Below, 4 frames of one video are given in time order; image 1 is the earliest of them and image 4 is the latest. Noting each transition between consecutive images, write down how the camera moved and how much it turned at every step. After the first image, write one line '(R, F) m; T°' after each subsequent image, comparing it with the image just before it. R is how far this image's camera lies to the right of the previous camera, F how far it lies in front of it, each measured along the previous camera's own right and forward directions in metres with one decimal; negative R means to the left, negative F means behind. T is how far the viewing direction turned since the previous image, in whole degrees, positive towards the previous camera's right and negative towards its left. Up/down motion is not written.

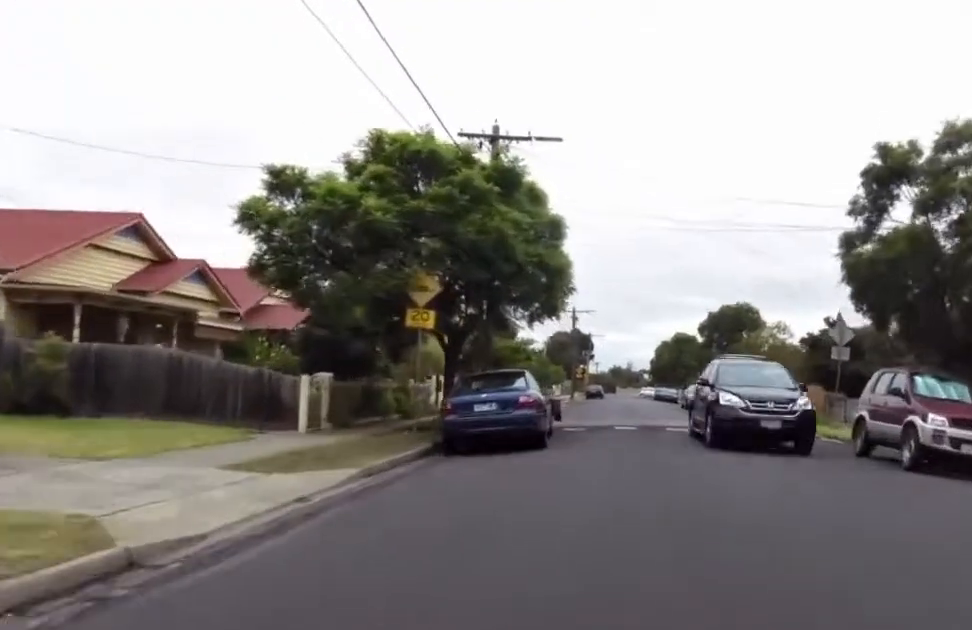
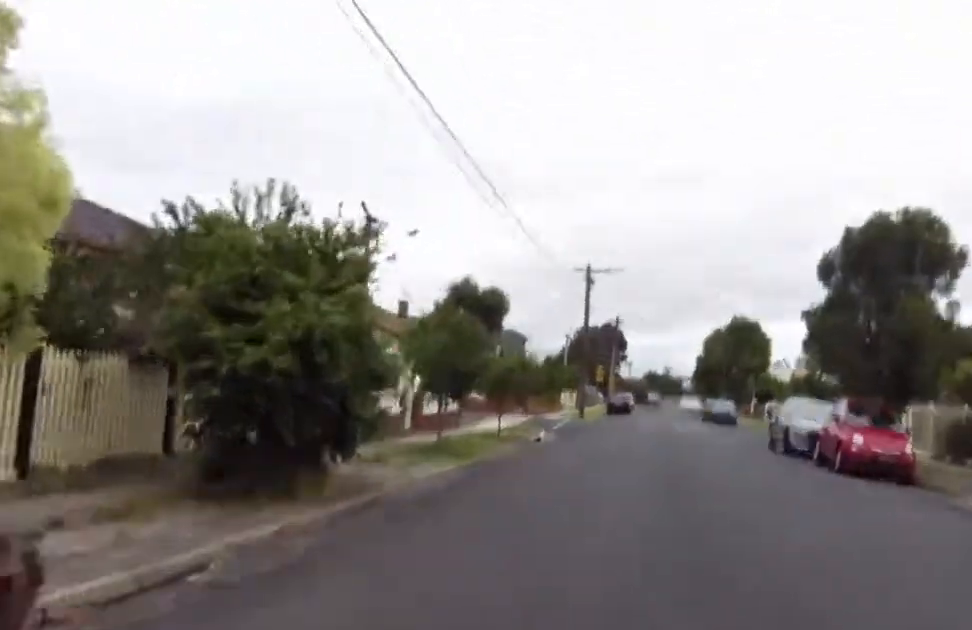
(-0.4, +22.1) m; -1°
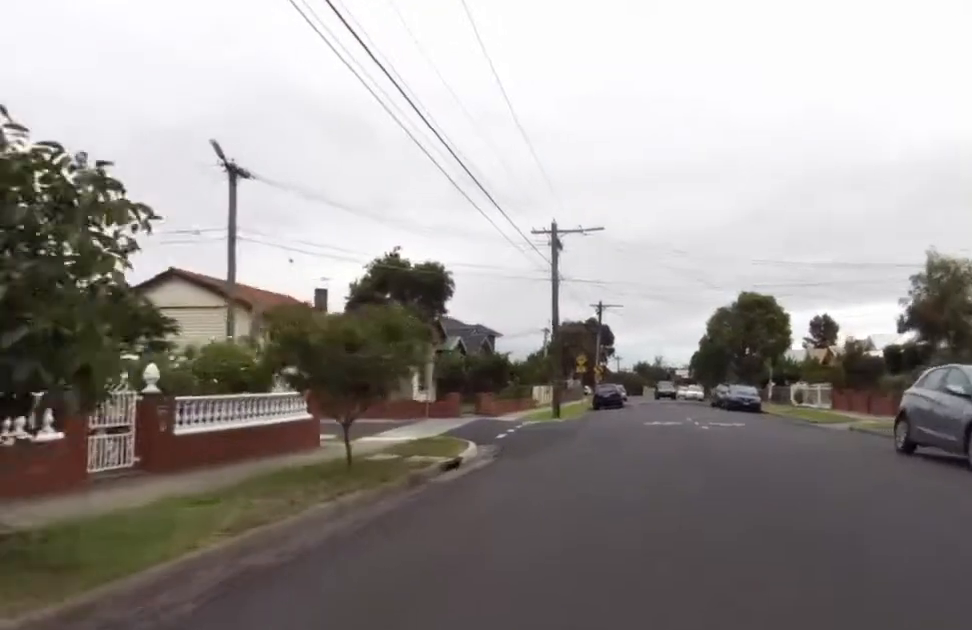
(+0.3, +12.4) m; 0°
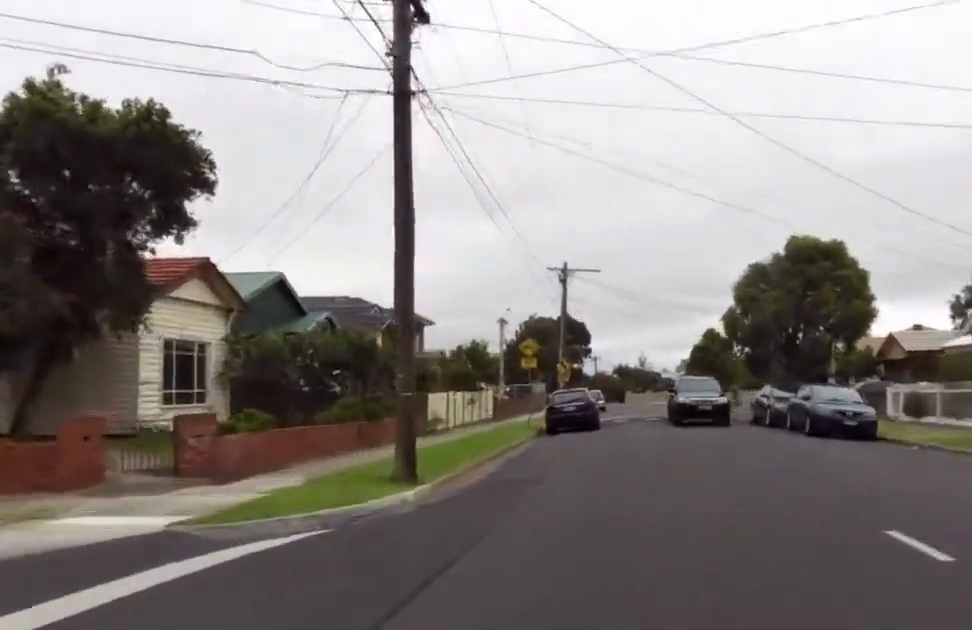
(-0.5, +19.8) m; +1°
